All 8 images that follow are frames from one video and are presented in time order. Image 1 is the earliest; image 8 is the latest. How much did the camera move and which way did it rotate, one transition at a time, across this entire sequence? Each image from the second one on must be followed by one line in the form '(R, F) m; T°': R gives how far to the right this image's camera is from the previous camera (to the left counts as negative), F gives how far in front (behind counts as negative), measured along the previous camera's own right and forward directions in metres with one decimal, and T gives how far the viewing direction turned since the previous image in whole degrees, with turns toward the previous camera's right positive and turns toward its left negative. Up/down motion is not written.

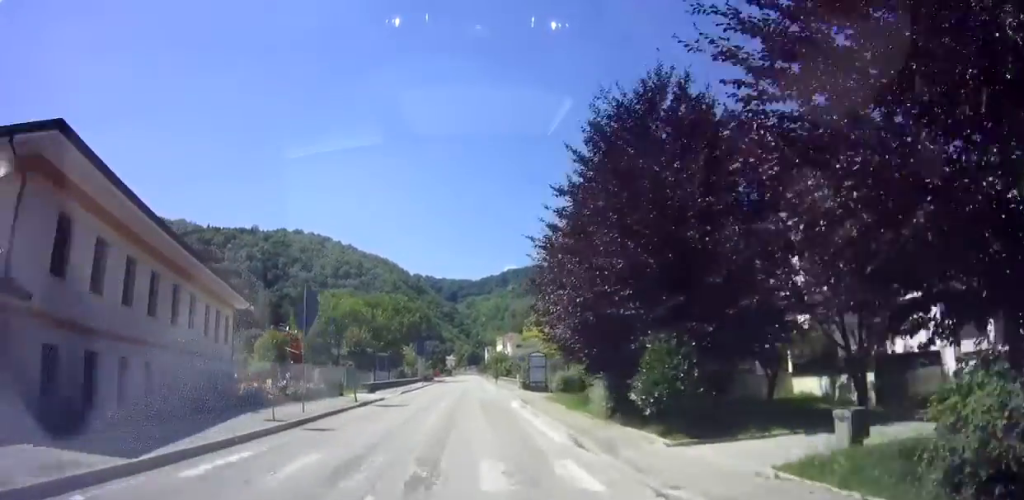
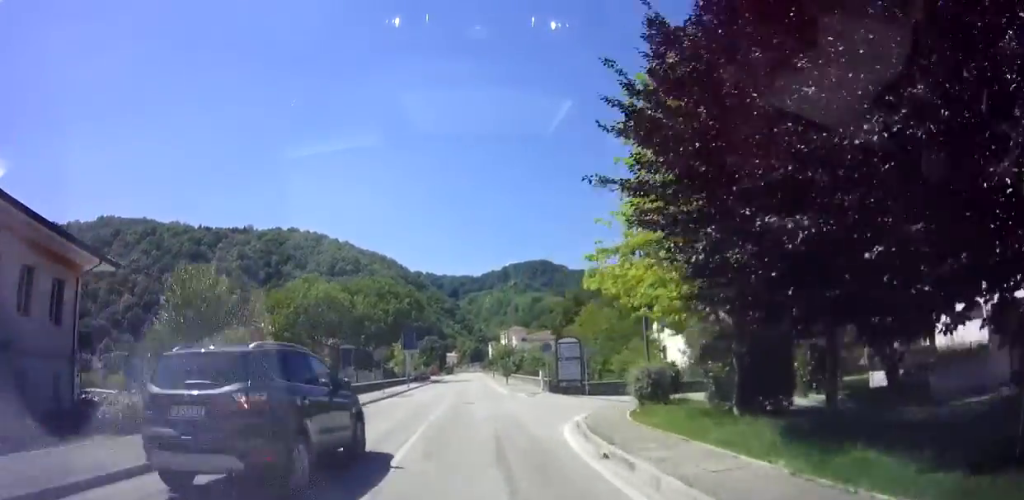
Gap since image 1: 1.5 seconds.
(-0.6, +14.3) m; -2°
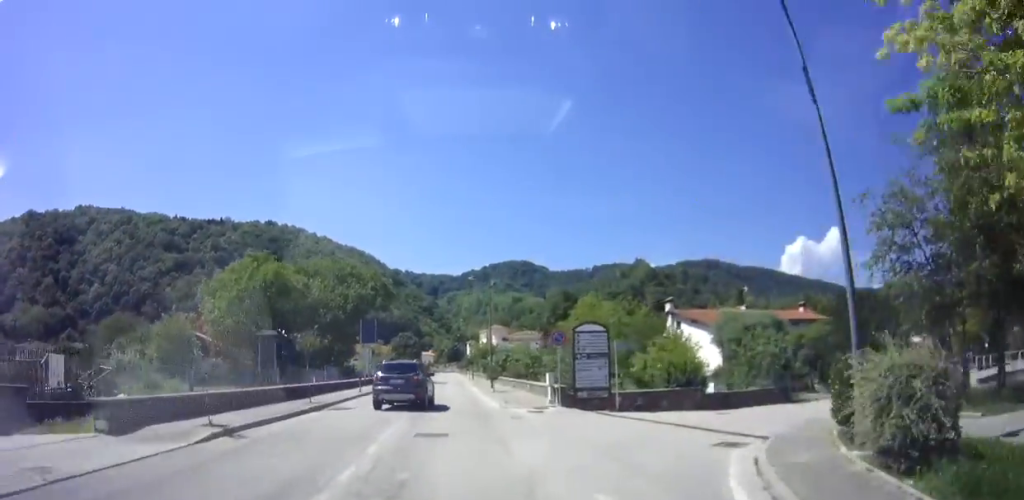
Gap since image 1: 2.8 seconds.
(+0.2, +11.1) m; +6°
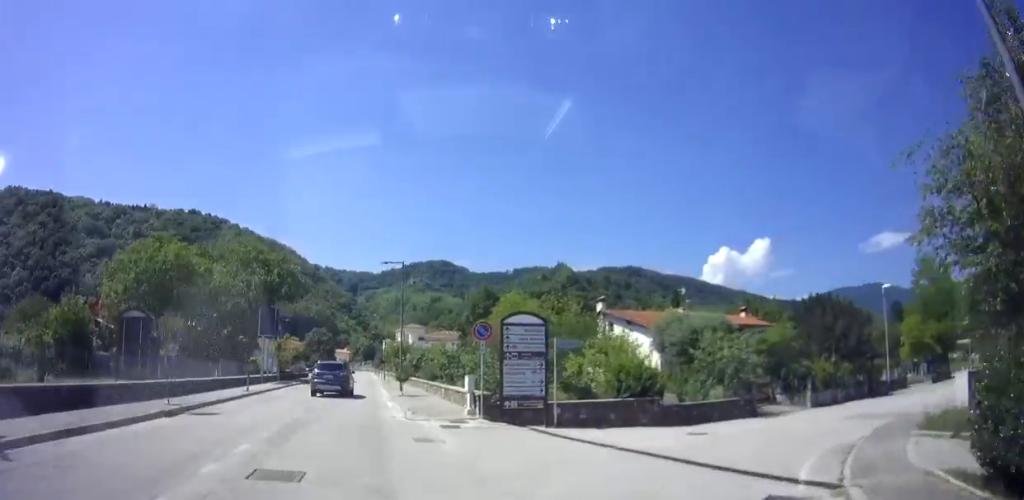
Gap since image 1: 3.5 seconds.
(+0.3, +5.0) m; +9°
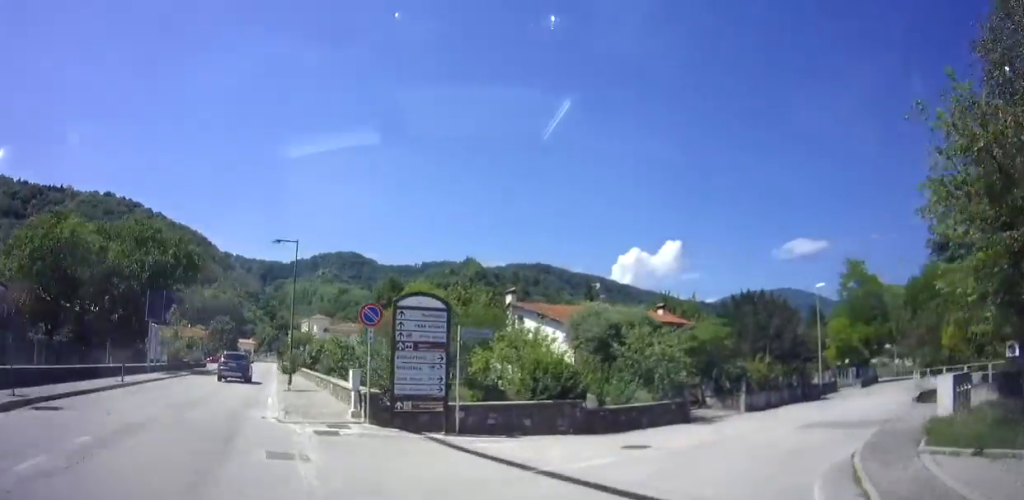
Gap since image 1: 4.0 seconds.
(0.0, +3.2) m; +7°
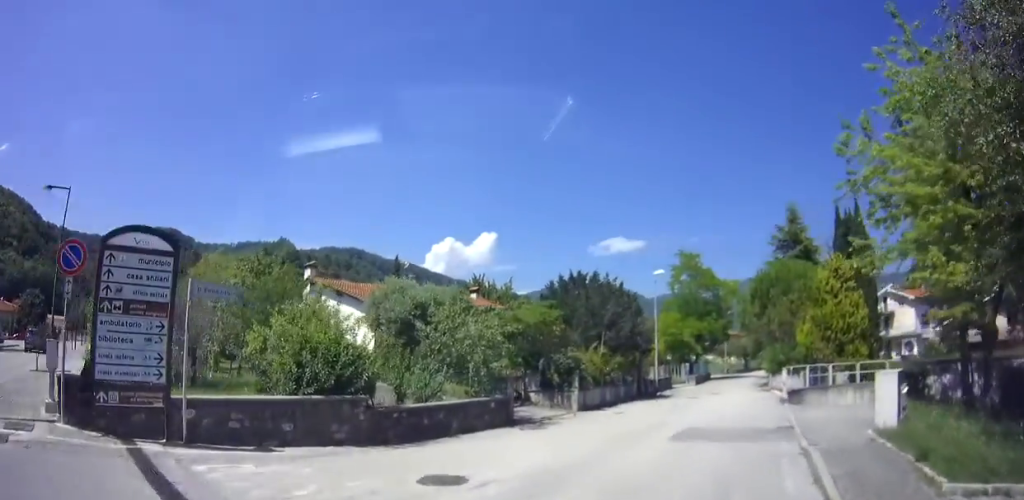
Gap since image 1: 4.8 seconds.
(+0.7, +4.7) m; +18°
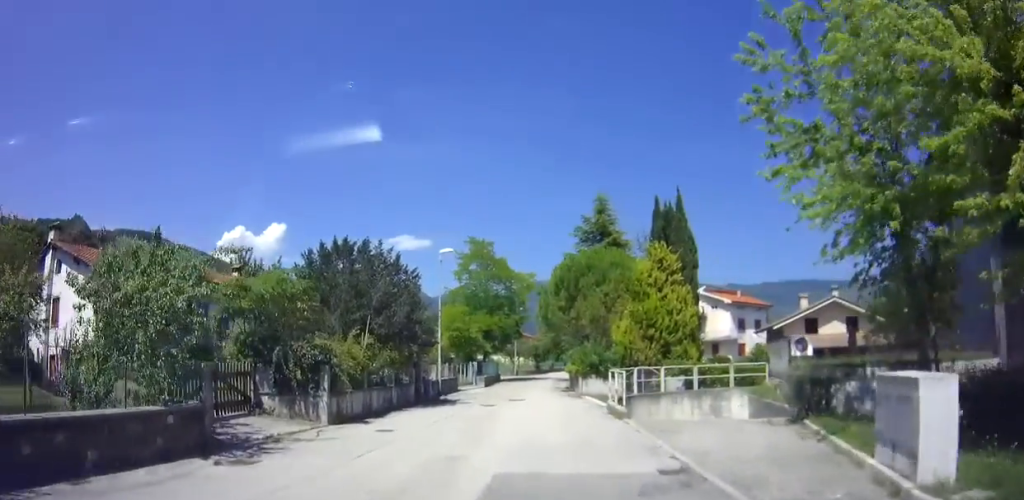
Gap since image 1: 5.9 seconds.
(+1.5, +6.0) m; +23°
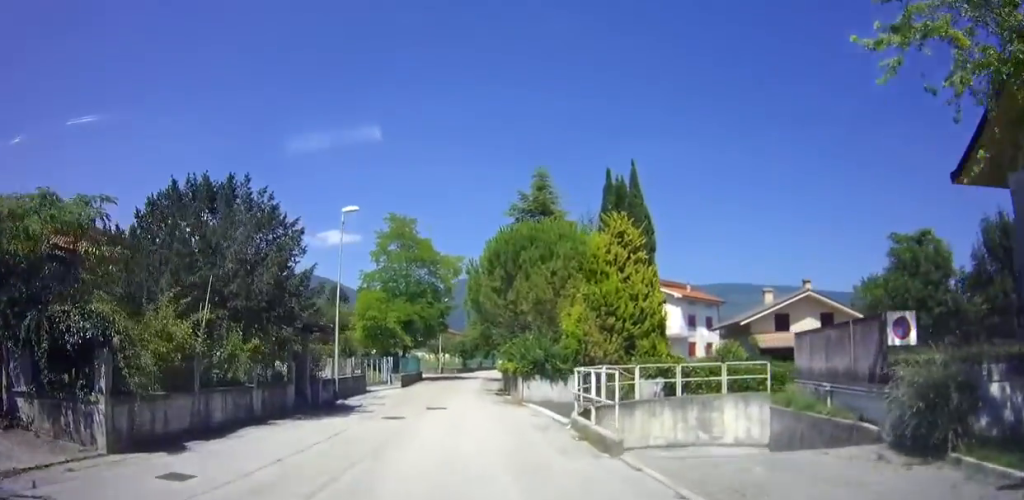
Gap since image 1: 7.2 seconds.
(+0.9, +6.4) m; +9°
